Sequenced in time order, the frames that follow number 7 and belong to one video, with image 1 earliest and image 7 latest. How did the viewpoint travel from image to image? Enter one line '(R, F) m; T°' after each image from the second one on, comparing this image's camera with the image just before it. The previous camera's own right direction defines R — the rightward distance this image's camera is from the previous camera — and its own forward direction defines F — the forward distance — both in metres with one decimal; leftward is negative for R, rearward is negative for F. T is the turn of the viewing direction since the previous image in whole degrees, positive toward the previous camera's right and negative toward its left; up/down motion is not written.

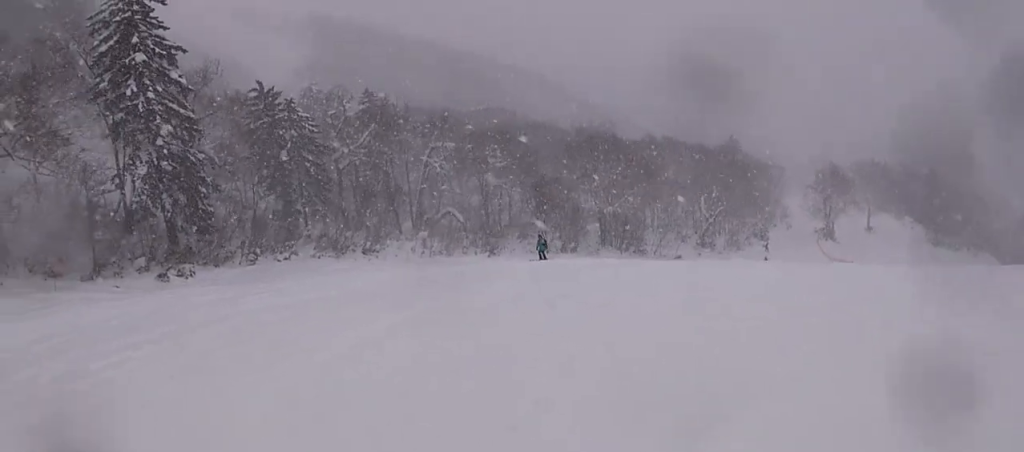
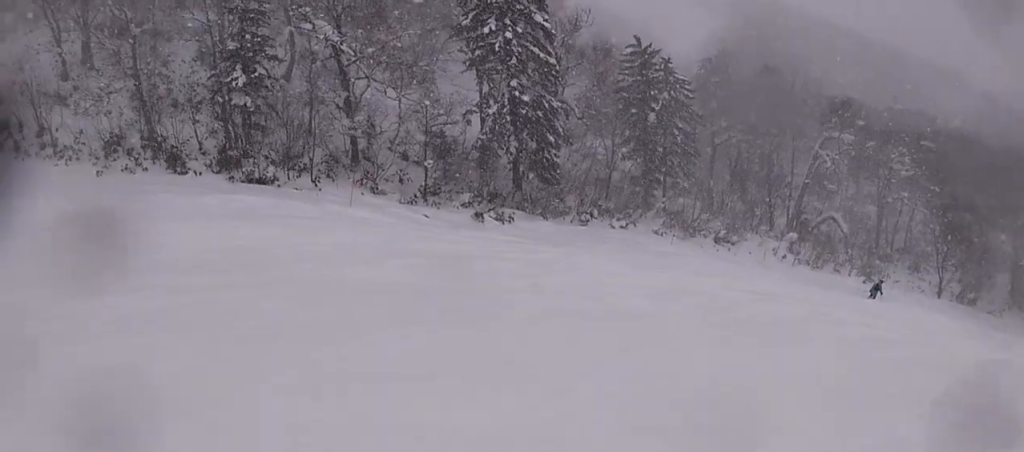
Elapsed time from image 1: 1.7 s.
(-3.3, +6.2) m; -34°
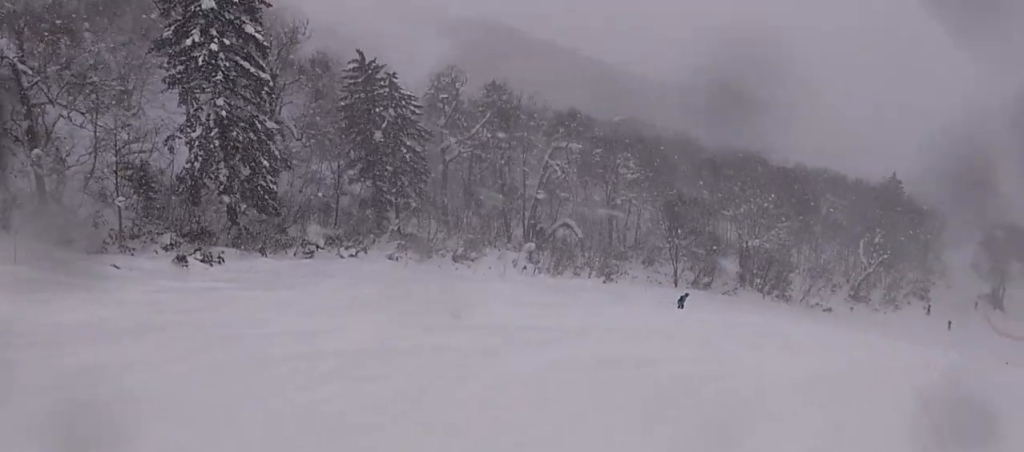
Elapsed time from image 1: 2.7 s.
(+0.3, +3.9) m; +13°
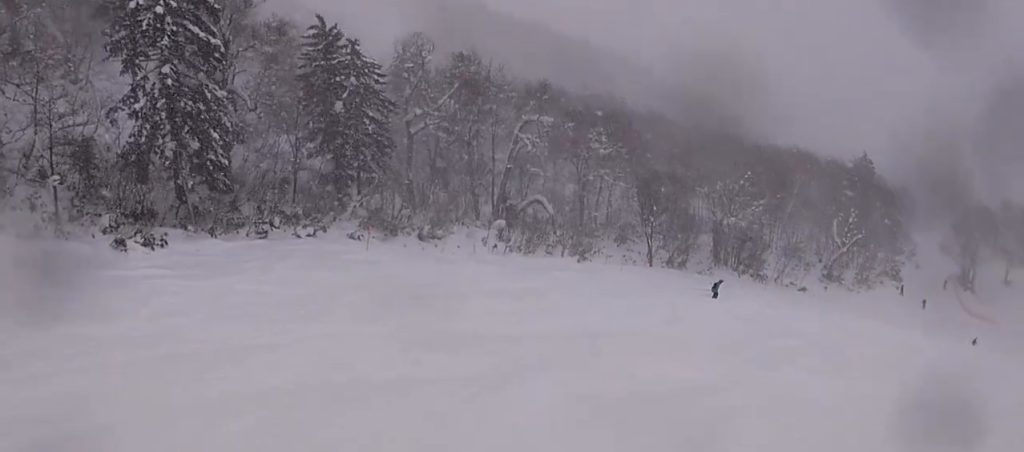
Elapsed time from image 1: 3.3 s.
(+0.6, +2.5) m; +6°
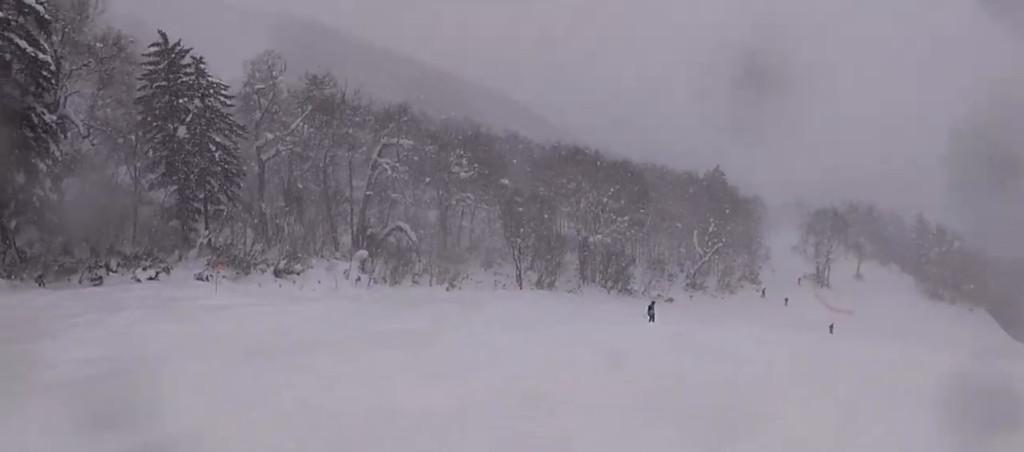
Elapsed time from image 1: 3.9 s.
(-0.2, +2.4) m; +8°
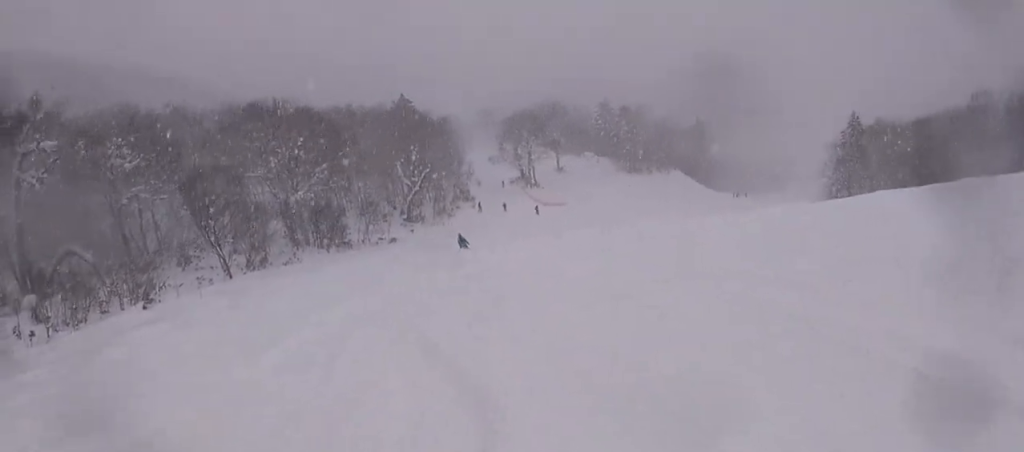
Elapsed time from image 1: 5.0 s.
(+0.7, +4.2) m; +29°
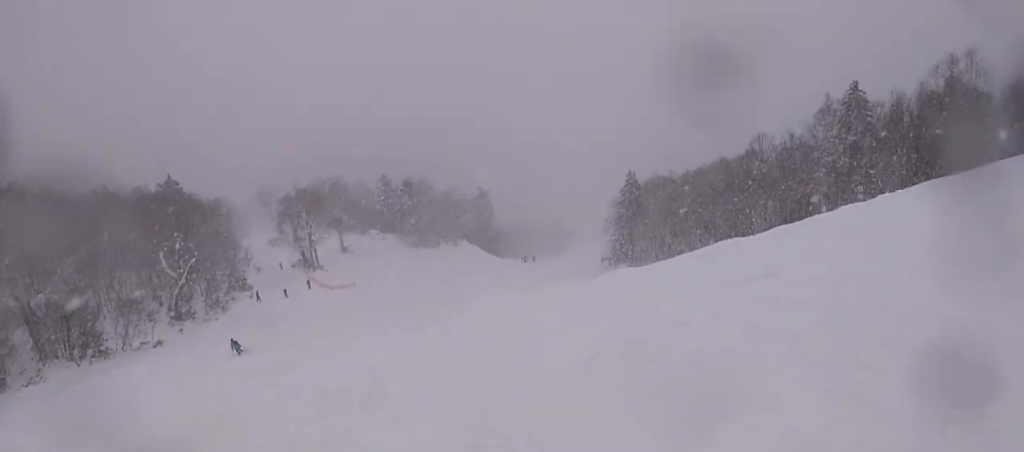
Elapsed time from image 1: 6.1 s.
(+1.2, +3.9) m; +34°
